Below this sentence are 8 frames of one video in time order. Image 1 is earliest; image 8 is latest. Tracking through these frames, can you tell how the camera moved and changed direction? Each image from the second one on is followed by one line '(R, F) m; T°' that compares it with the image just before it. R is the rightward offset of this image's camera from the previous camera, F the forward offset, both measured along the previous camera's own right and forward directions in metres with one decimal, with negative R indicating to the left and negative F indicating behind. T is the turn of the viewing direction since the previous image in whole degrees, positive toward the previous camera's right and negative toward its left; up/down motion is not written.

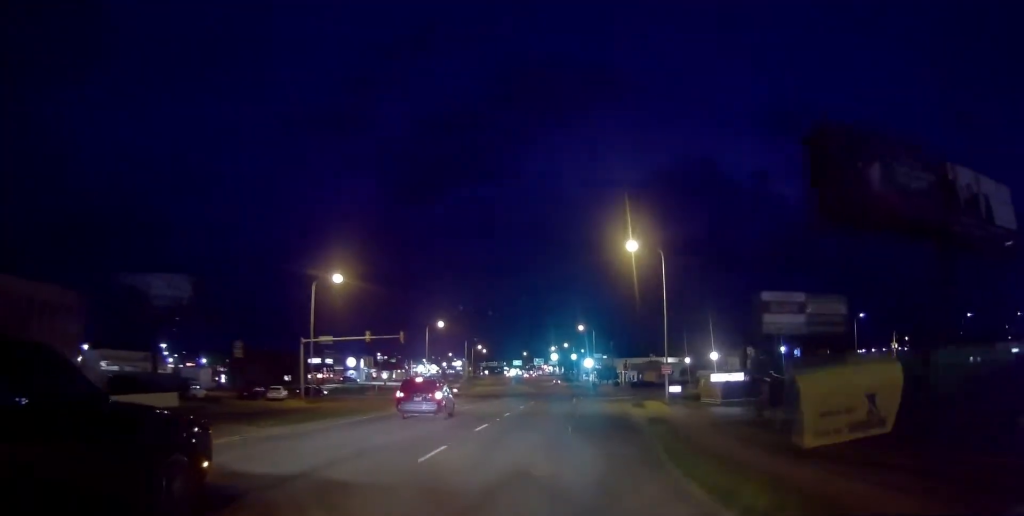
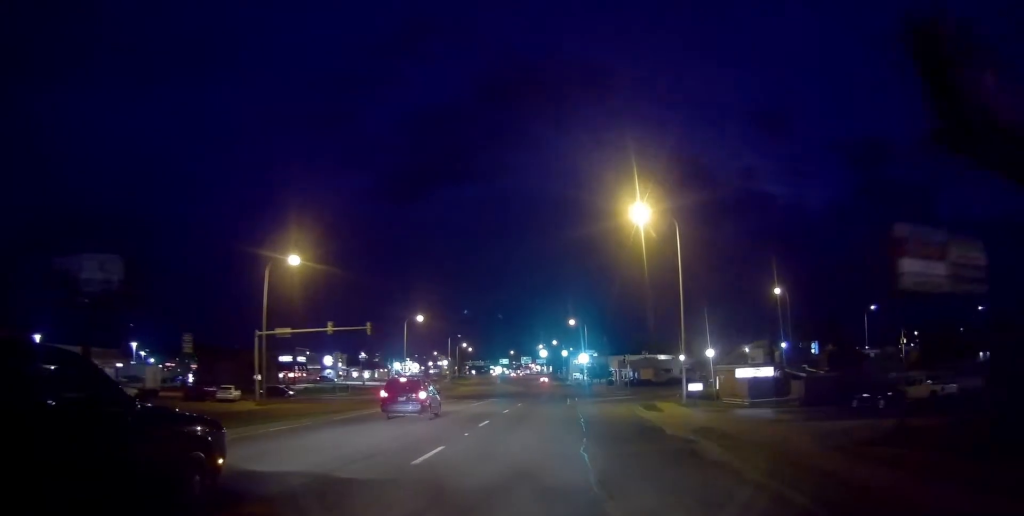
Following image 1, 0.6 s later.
(0.0, +8.9) m; +2°
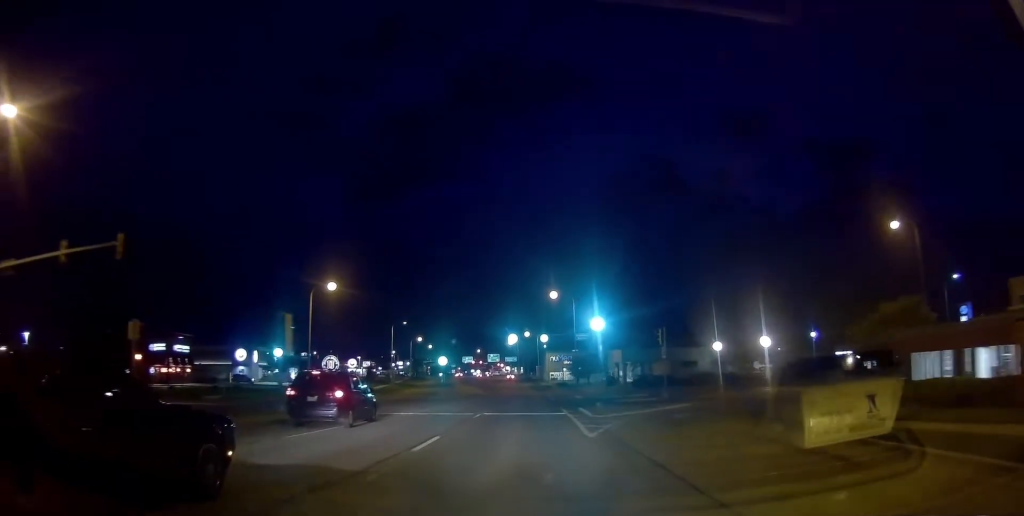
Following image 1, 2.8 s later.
(+2.3, +33.1) m; +4°
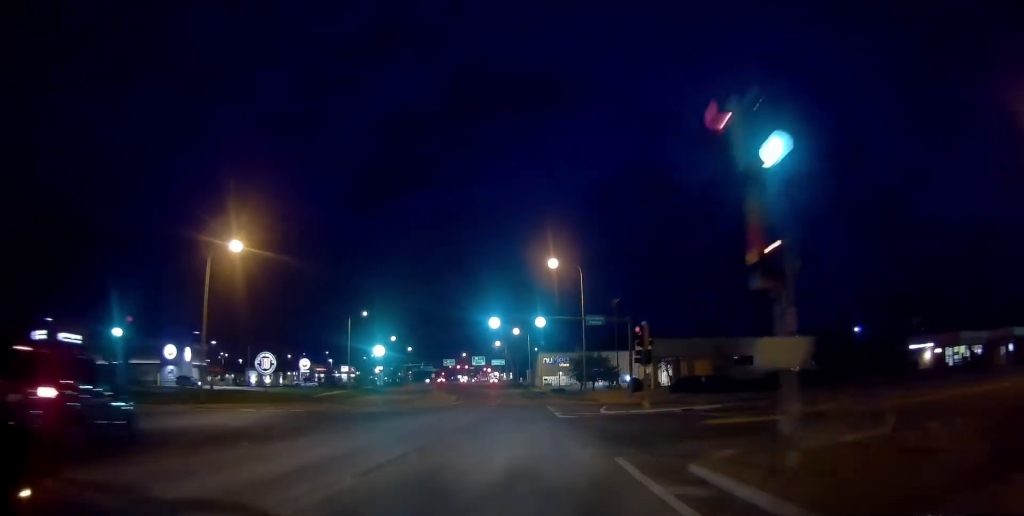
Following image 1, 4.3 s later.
(-0.3, +22.6) m; 0°
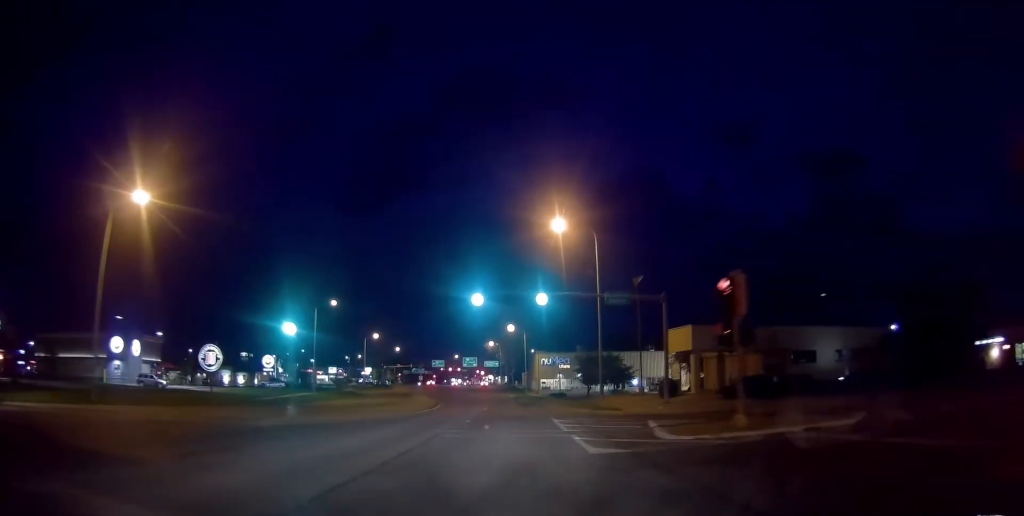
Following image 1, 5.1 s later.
(-0.1, +13.7) m; +2°
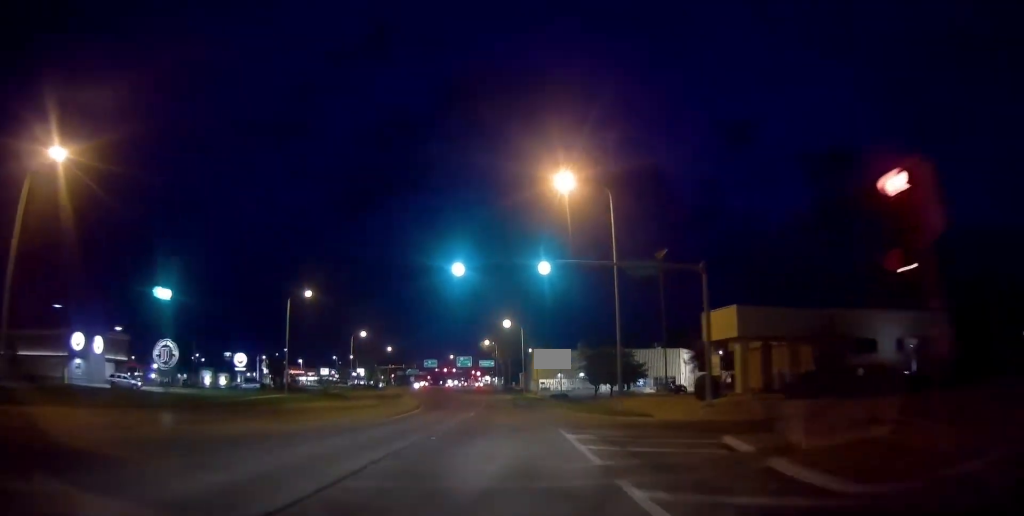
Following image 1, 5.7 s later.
(+0.3, +8.6) m; +1°
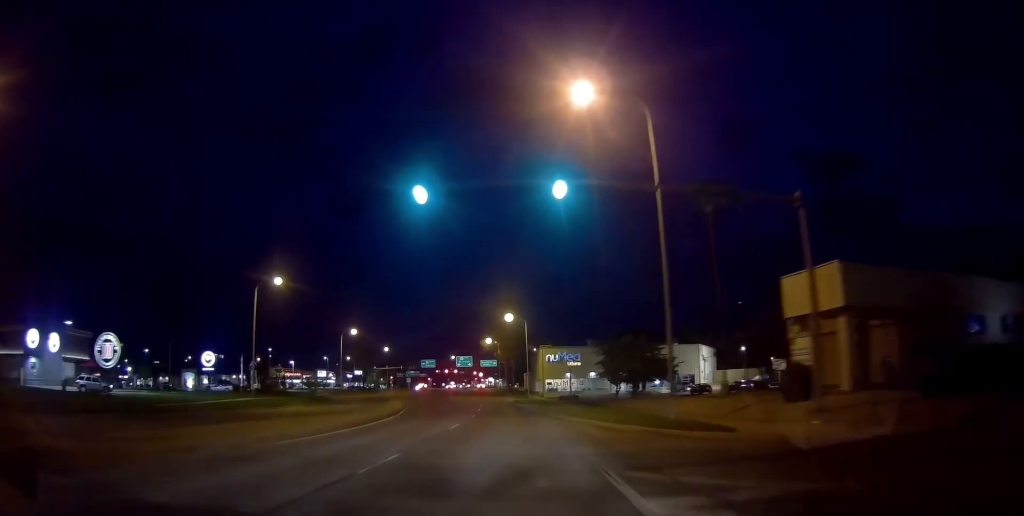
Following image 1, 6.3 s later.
(+0.2, +10.3) m; 0°
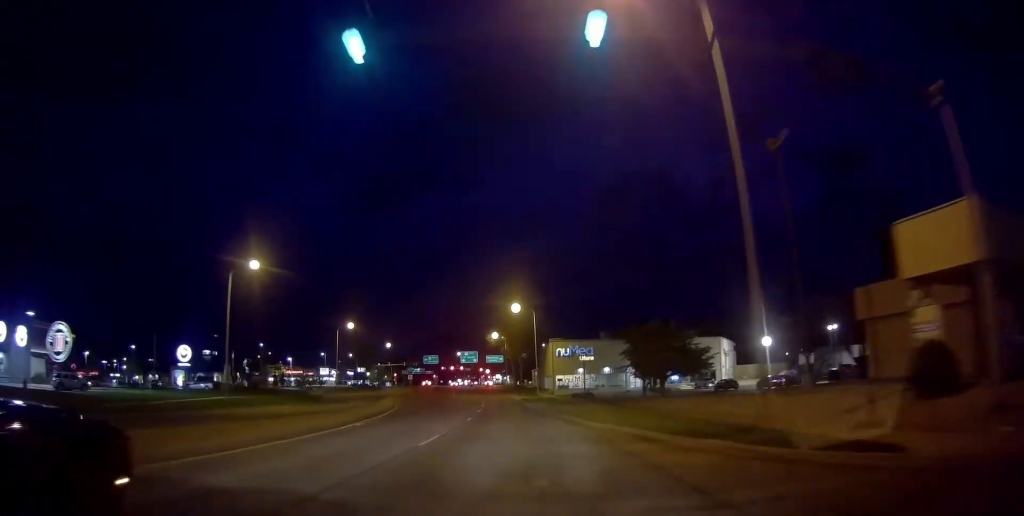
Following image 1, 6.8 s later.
(0.0, +7.7) m; -1°
